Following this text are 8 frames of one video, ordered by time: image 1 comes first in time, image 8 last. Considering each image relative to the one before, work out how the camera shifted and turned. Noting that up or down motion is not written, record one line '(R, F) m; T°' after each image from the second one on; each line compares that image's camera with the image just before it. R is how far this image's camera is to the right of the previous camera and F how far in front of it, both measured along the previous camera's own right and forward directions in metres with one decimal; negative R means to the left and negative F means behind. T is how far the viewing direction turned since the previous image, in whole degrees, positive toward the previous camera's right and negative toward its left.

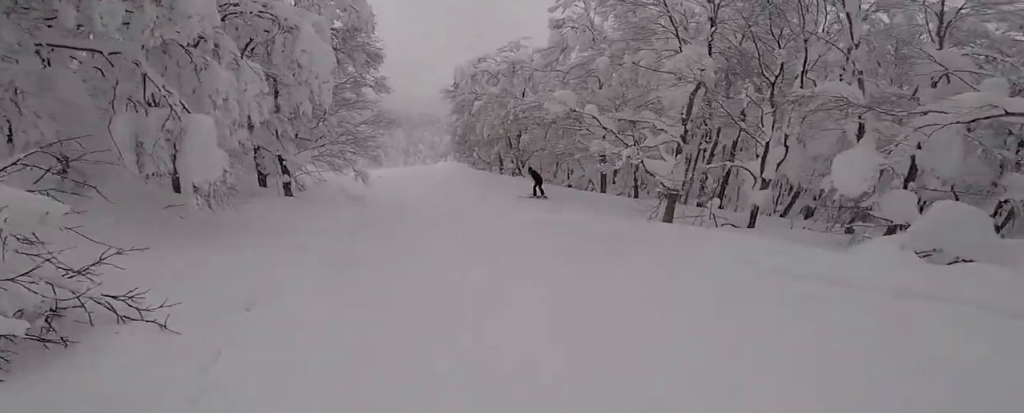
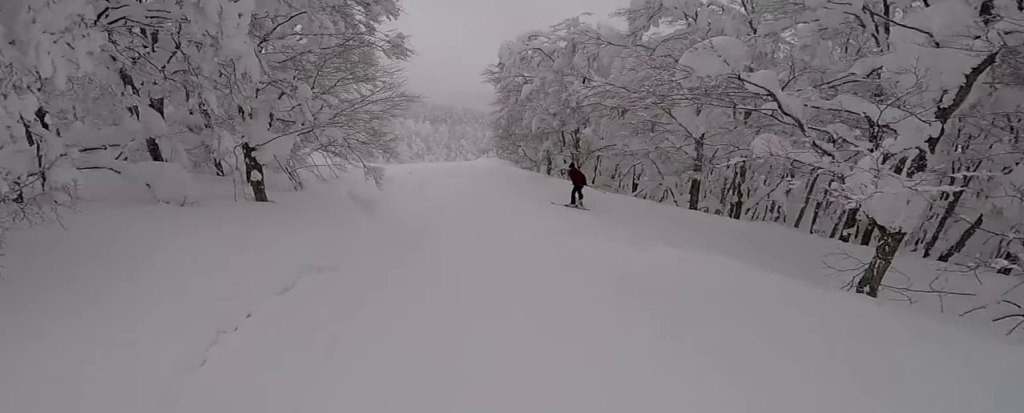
(+0.6, +4.1) m; -1°
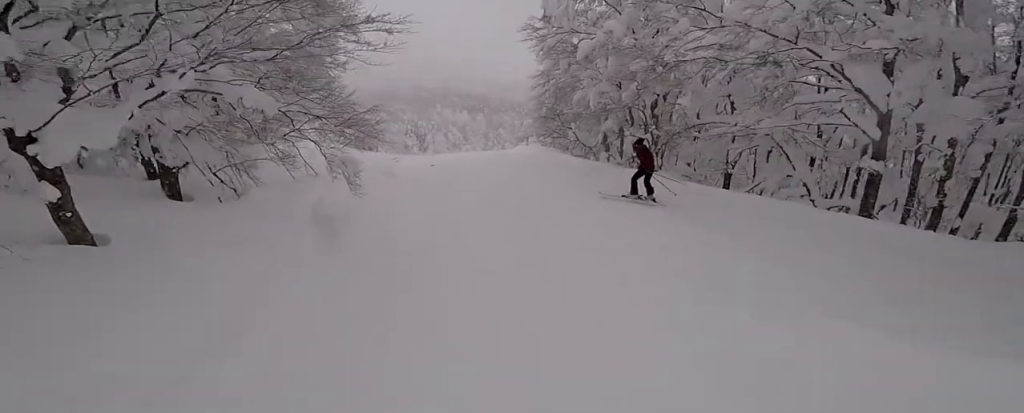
(-0.2, +4.9) m; -4°
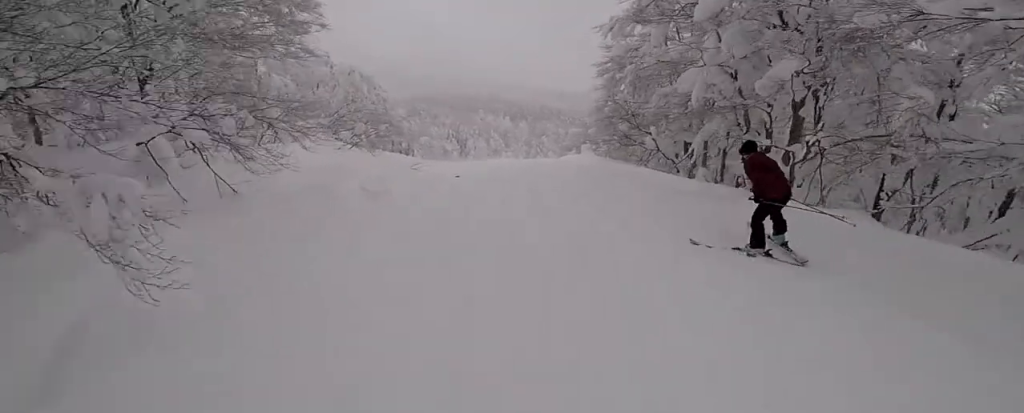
(-0.4, +4.7) m; -5°
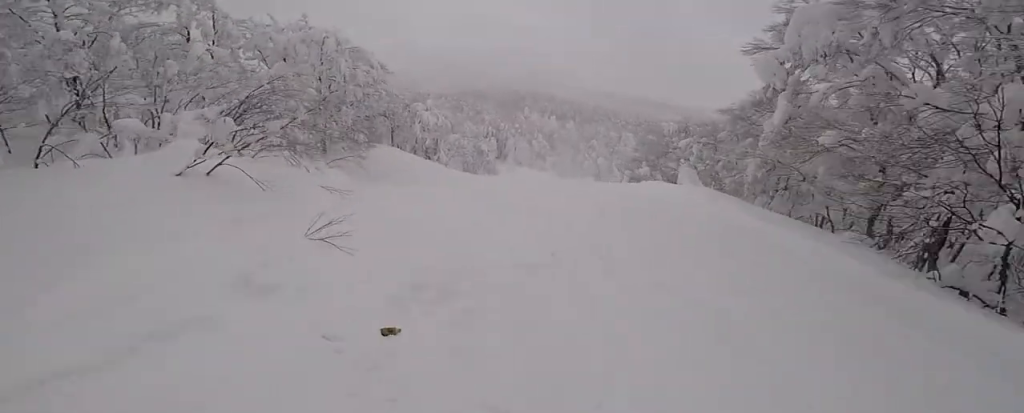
(0.0, +9.2) m; -5°
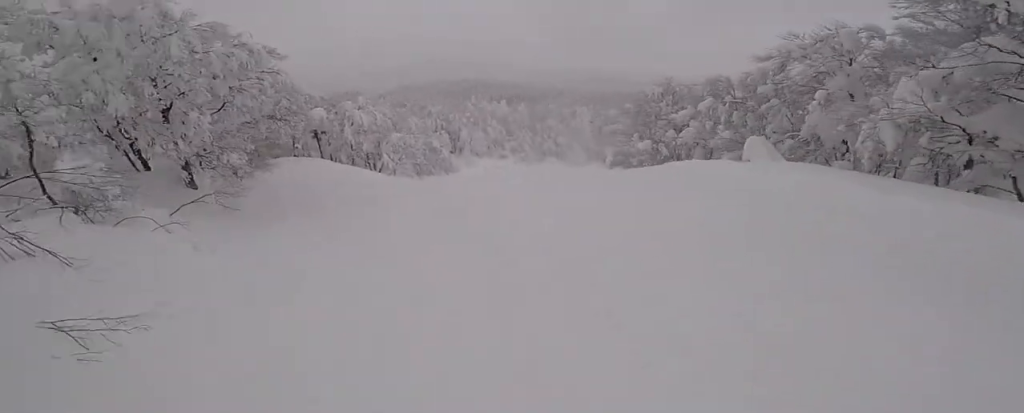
(-0.5, +6.4) m; -1°
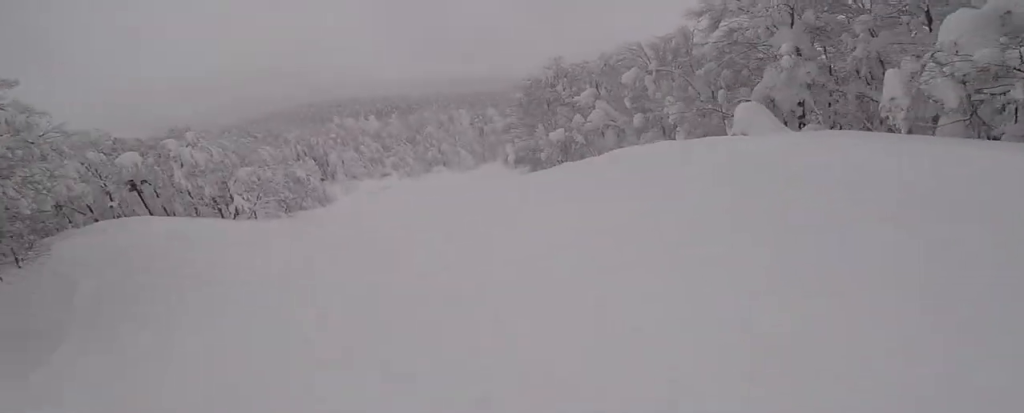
(-0.4, +4.1) m; +7°
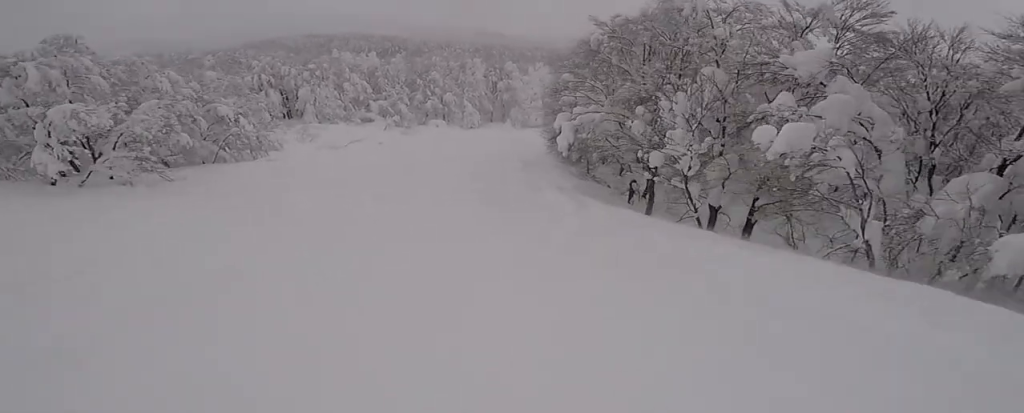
(+3.1, +15.0) m; +11°
